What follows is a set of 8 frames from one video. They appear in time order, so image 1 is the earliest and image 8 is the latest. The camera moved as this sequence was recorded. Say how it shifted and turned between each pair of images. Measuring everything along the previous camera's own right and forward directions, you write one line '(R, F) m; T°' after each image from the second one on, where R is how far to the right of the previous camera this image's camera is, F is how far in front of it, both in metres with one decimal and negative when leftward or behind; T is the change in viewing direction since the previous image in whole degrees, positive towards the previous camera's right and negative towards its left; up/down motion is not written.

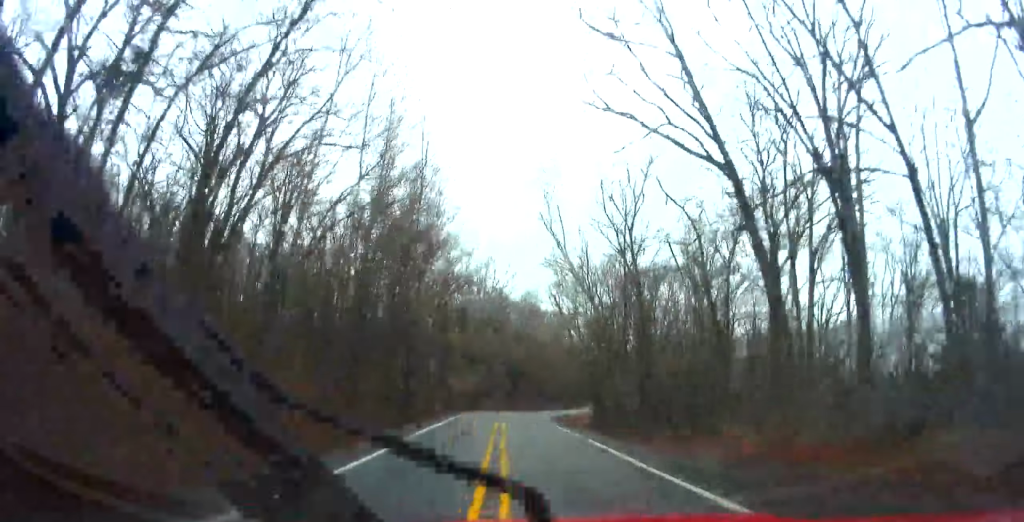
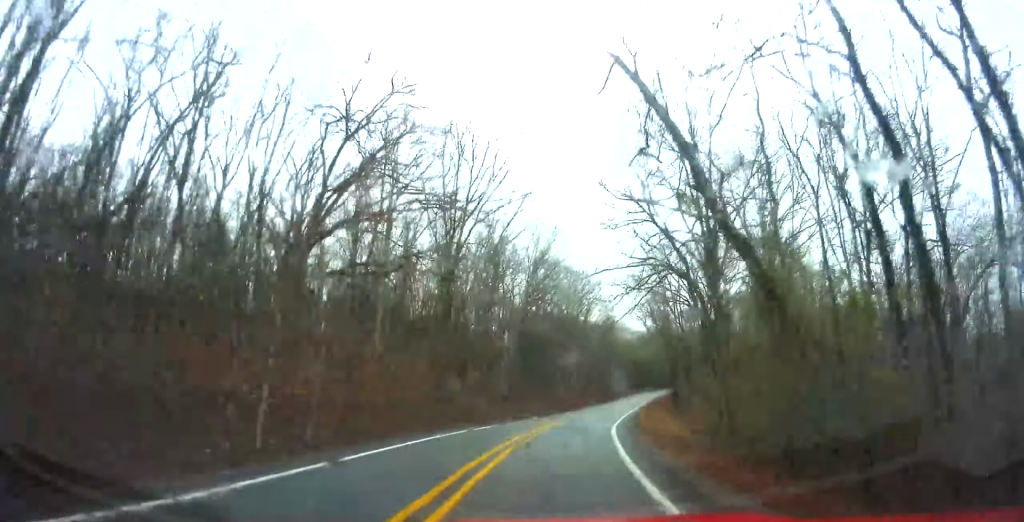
(+1.4, +42.6) m; +4°
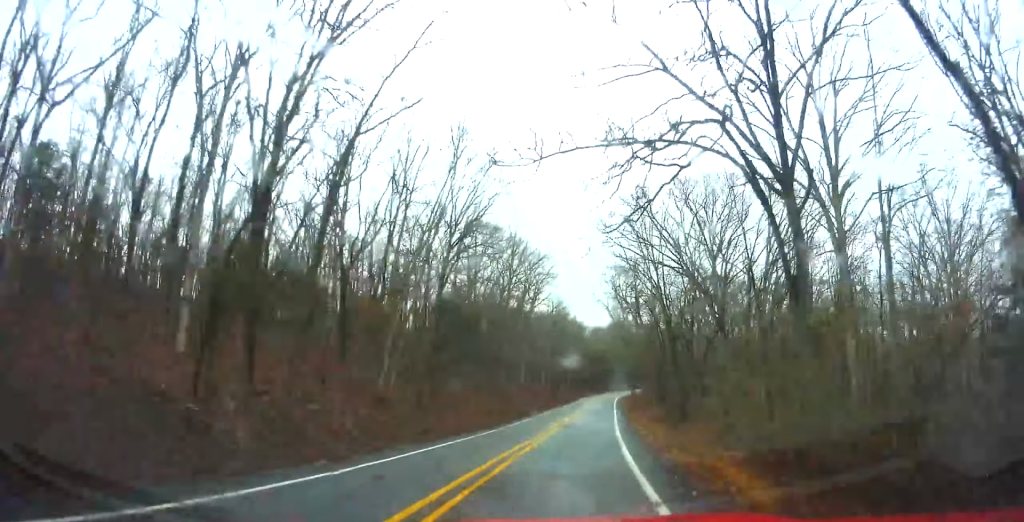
(-0.4, +22.4) m; +2°
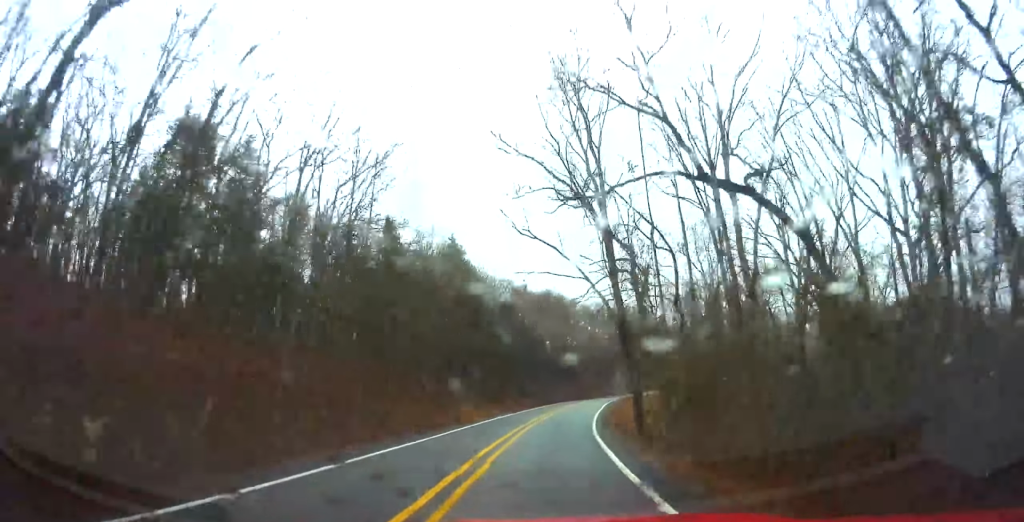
(+8.3, +90.5) m; +9°
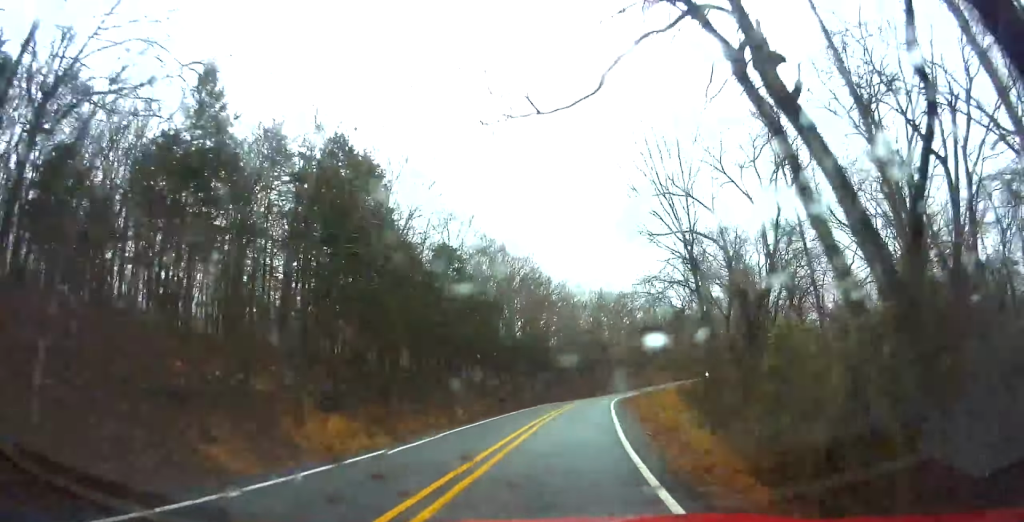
(+0.3, +24.3) m; +3°
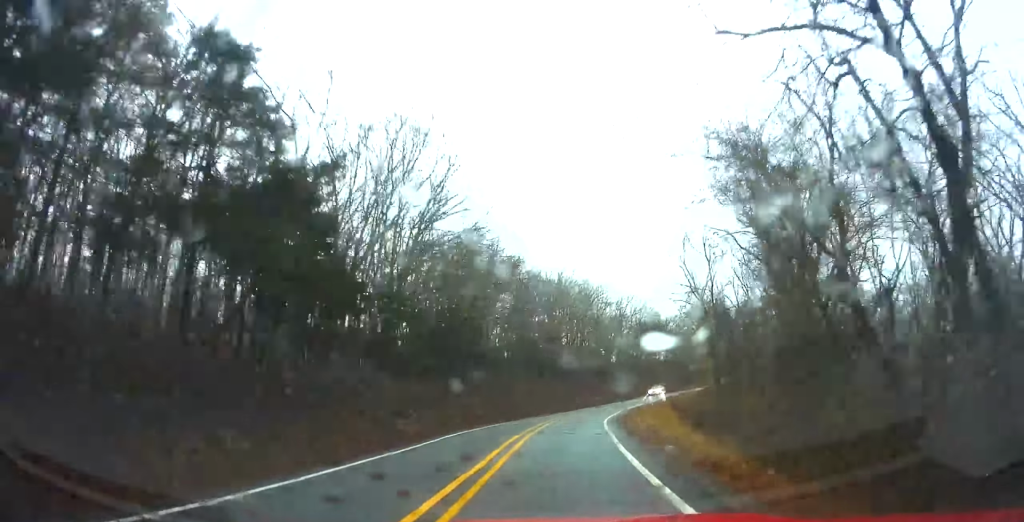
(+0.6, +26.3) m; +4°
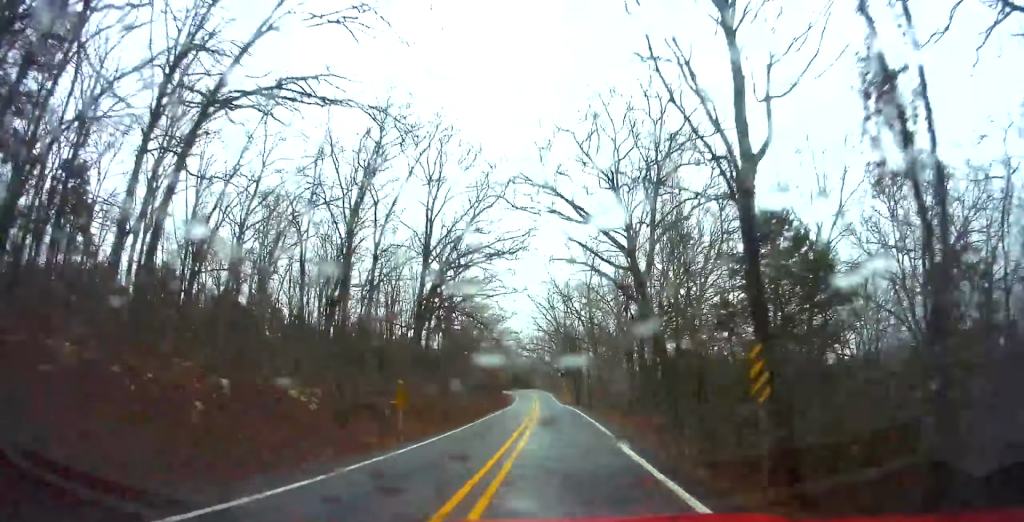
(+14.2, +90.1) m; +17°
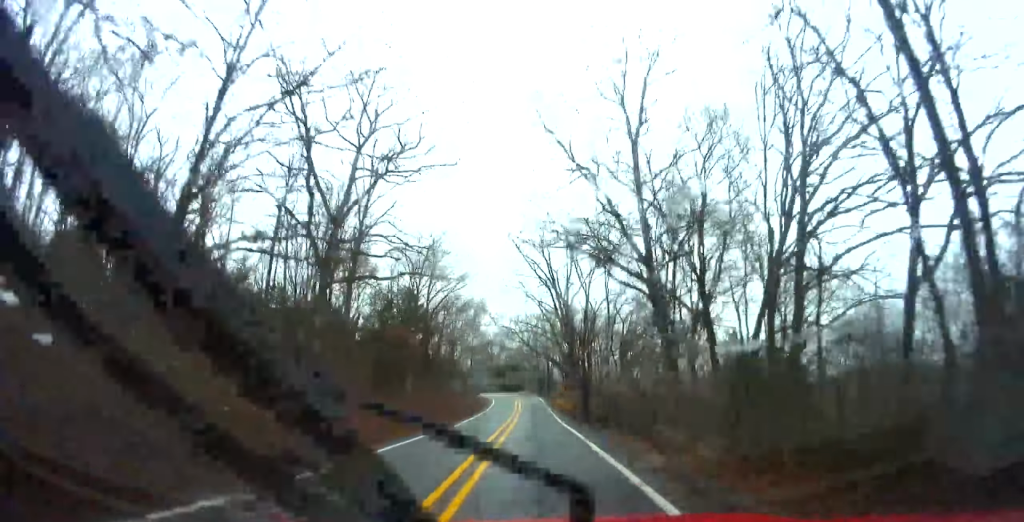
(+2.4, +31.4) m; +3°
